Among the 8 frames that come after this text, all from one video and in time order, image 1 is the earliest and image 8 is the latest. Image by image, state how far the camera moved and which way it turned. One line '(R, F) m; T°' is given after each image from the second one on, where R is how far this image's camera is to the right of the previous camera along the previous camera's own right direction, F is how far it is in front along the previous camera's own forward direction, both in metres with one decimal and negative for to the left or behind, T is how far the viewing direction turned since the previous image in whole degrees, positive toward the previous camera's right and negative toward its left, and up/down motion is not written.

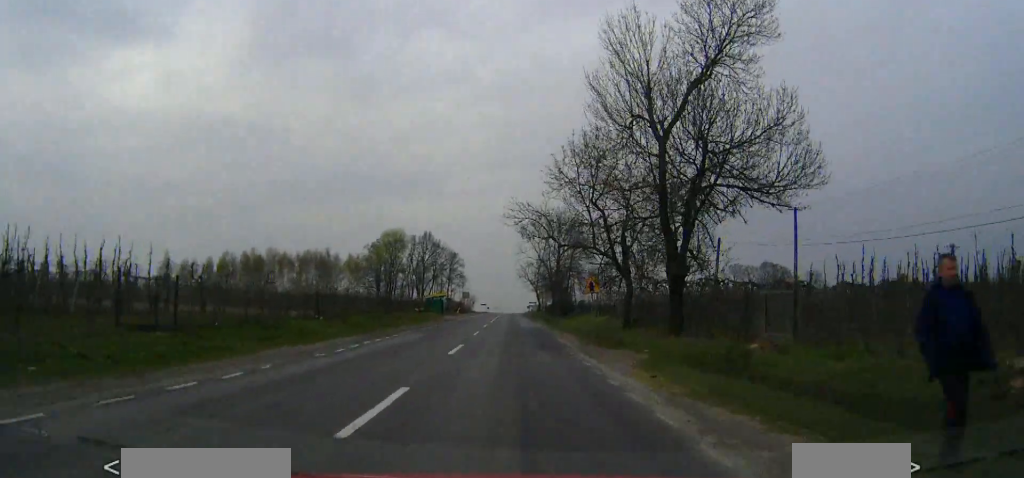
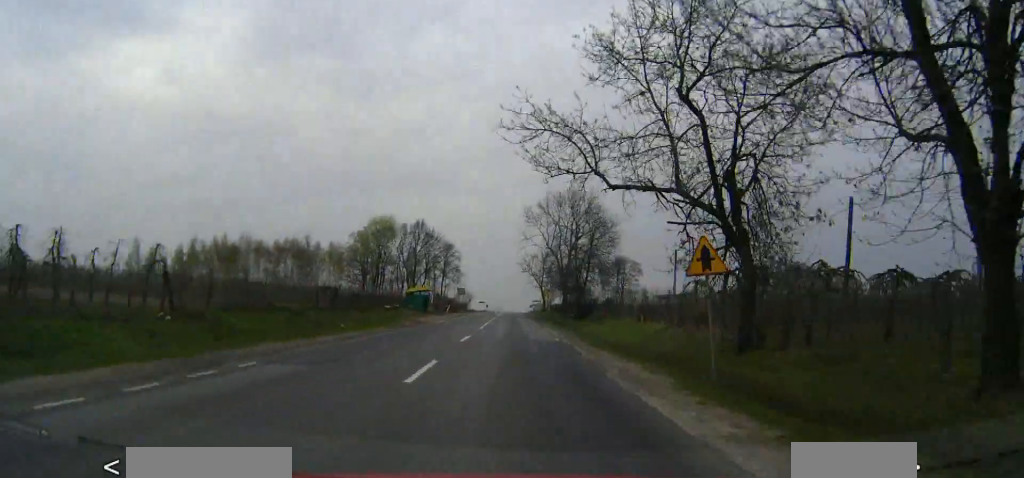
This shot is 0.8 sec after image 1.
(0.0, +19.3) m; 0°
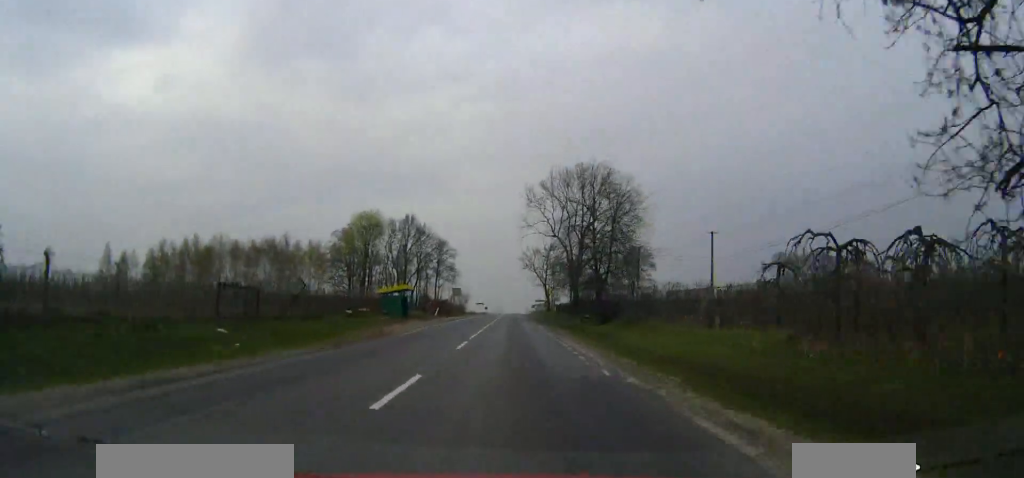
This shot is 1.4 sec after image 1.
(+0.1, +14.5) m; 0°
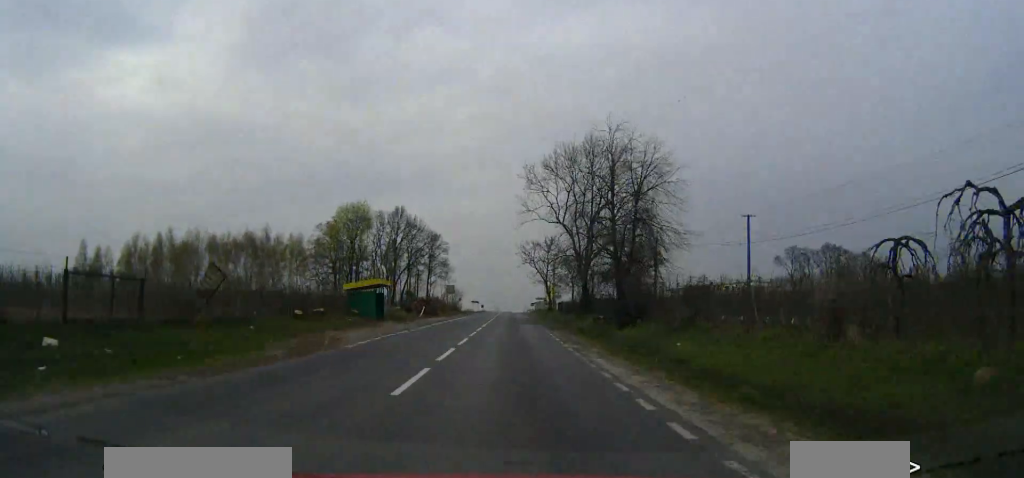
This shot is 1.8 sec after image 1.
(0.0, +10.6) m; 0°
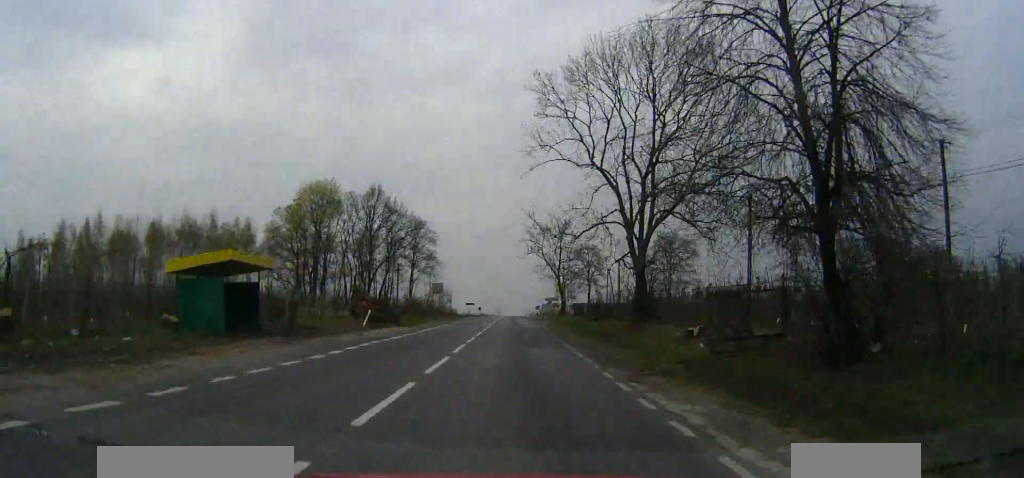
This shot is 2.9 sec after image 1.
(0.0, +26.2) m; 0°
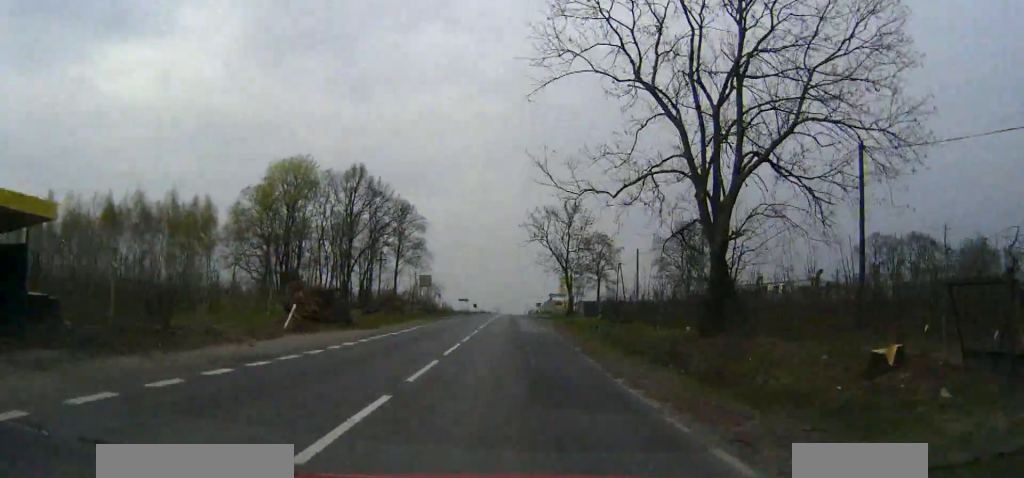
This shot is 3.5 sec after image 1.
(+0.1, +13.9) m; 0°
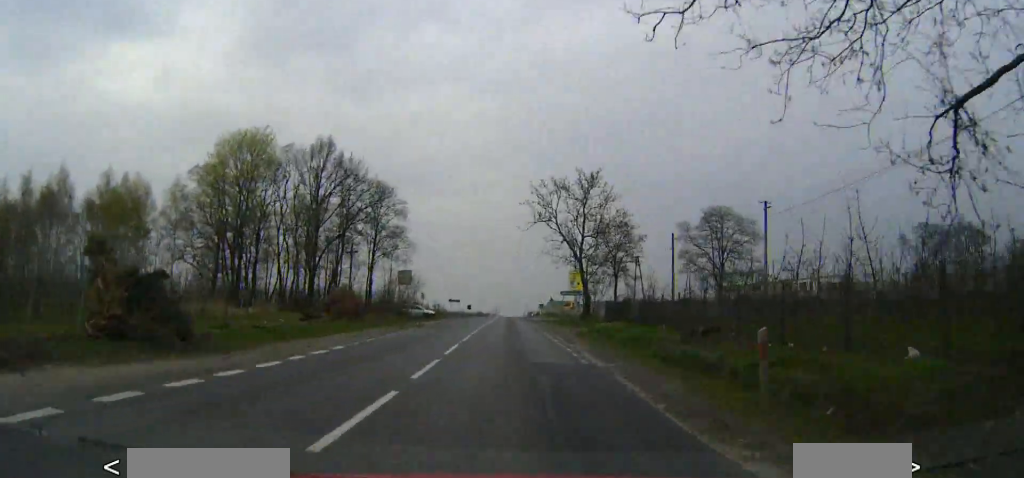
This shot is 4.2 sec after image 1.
(0.0, +17.2) m; 0°
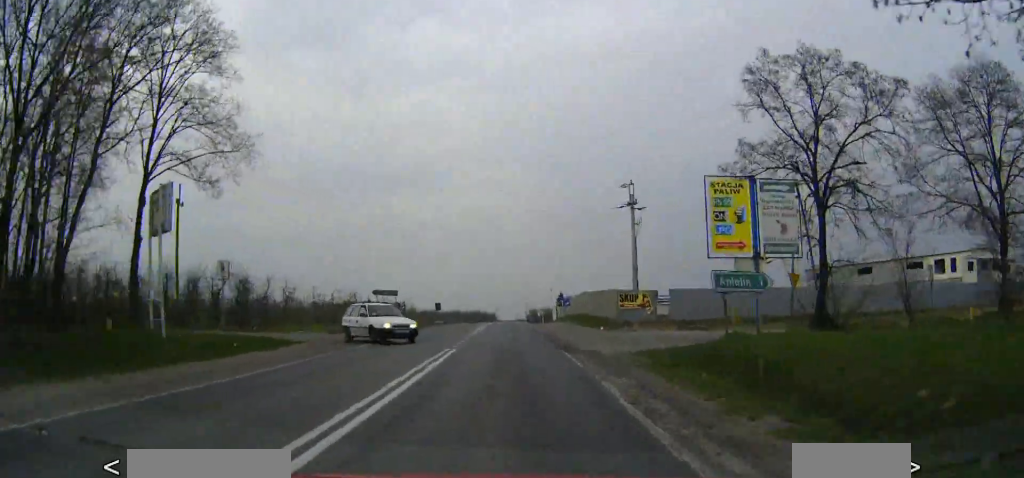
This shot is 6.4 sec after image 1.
(+0.2, +55.3) m; 0°
